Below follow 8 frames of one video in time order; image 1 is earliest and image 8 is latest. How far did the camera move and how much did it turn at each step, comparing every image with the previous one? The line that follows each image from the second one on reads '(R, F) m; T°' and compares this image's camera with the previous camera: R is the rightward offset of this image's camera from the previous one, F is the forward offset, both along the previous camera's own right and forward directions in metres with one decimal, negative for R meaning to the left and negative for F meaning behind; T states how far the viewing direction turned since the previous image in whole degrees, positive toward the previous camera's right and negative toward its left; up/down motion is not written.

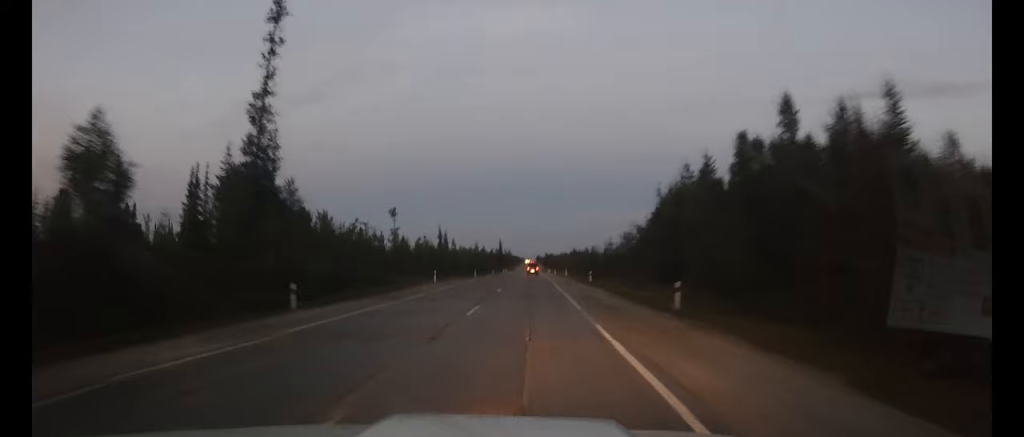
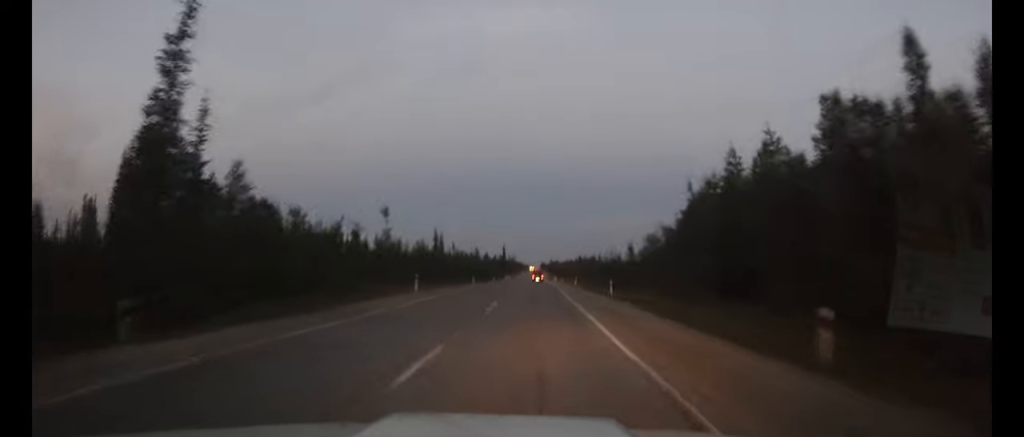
(0.0, +9.8) m; 0°
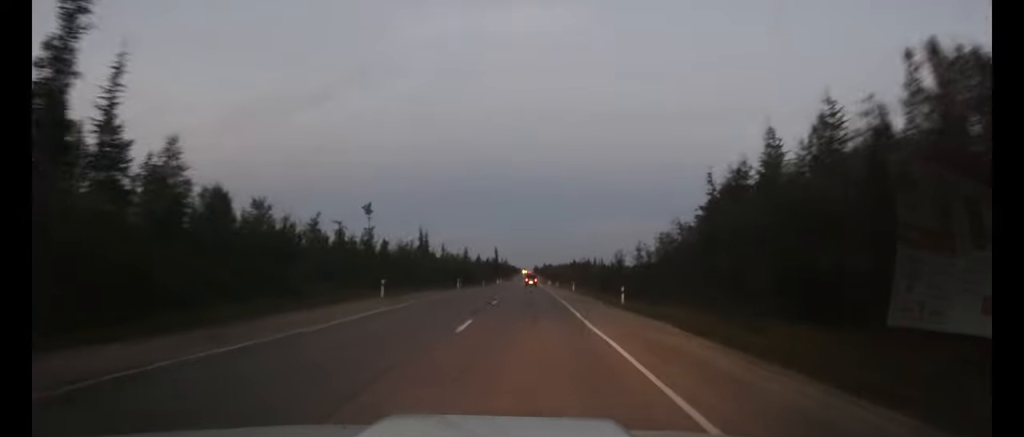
(0.0, +7.3) m; 0°
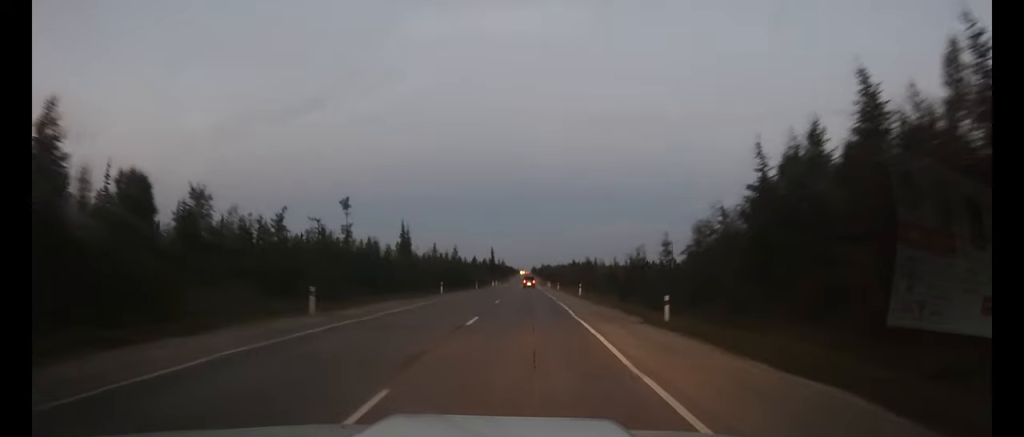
(0.0, +10.3) m; 0°
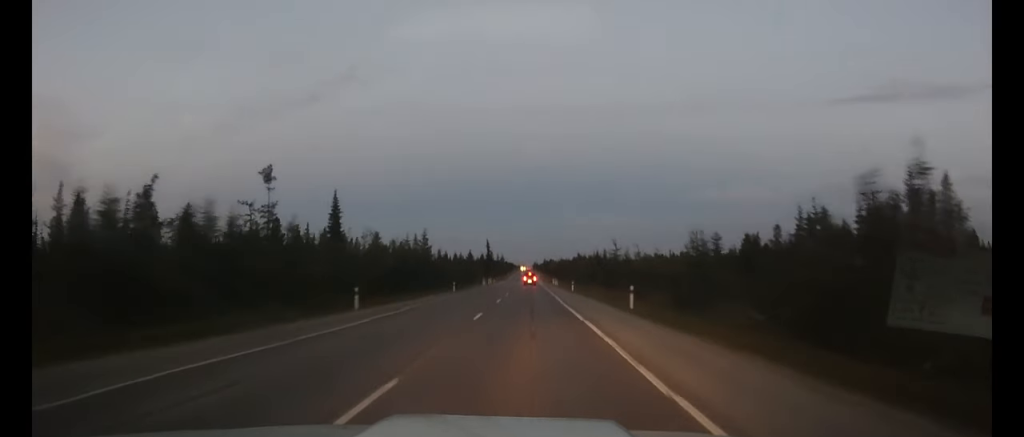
(0.0, +25.9) m; 0°
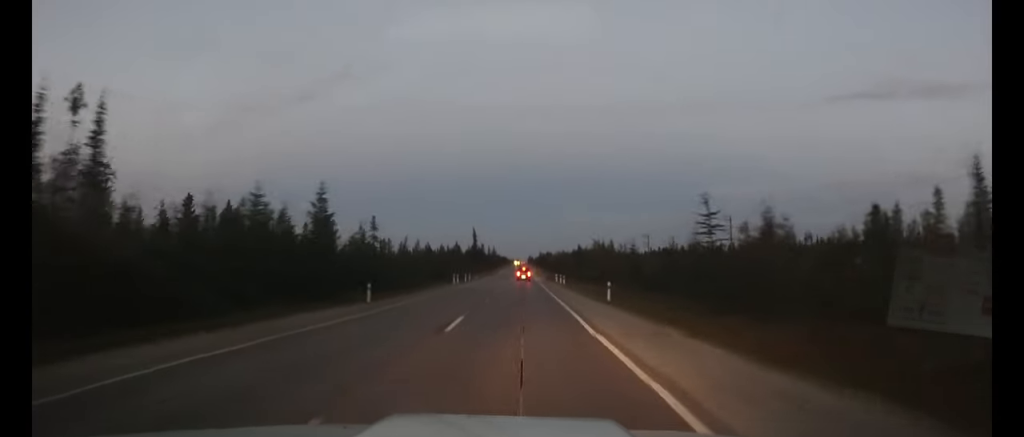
(+0.1, +29.8) m; 0°
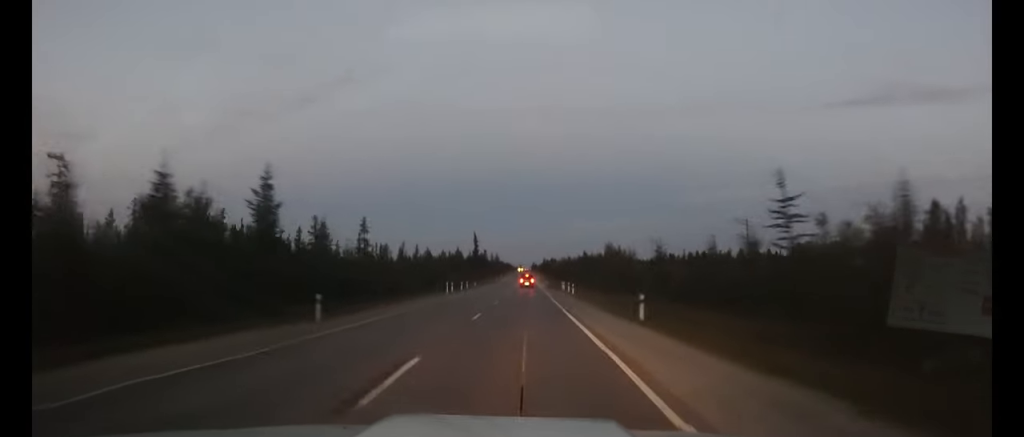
(0.0, +7.7) m; 0°
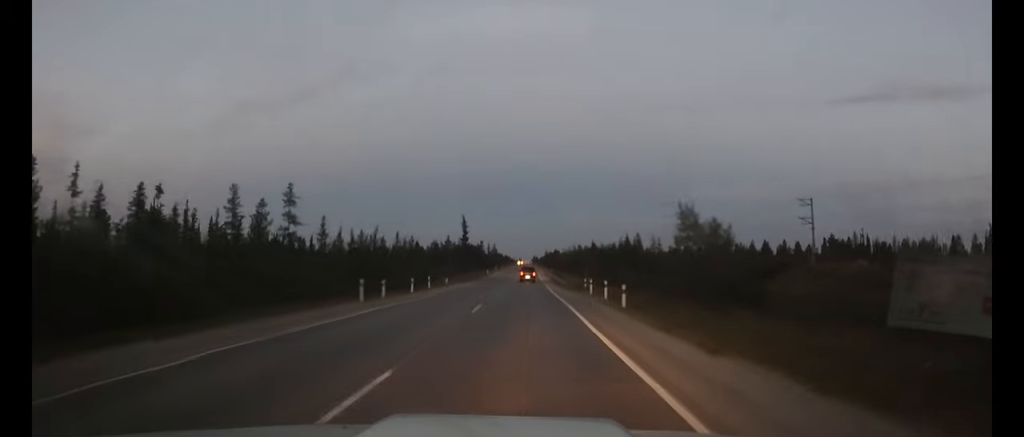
(0.0, +28.1) m; 0°
